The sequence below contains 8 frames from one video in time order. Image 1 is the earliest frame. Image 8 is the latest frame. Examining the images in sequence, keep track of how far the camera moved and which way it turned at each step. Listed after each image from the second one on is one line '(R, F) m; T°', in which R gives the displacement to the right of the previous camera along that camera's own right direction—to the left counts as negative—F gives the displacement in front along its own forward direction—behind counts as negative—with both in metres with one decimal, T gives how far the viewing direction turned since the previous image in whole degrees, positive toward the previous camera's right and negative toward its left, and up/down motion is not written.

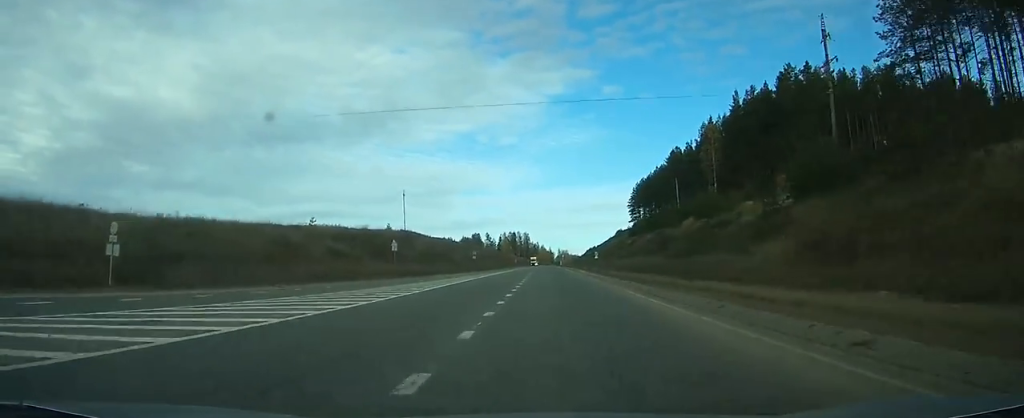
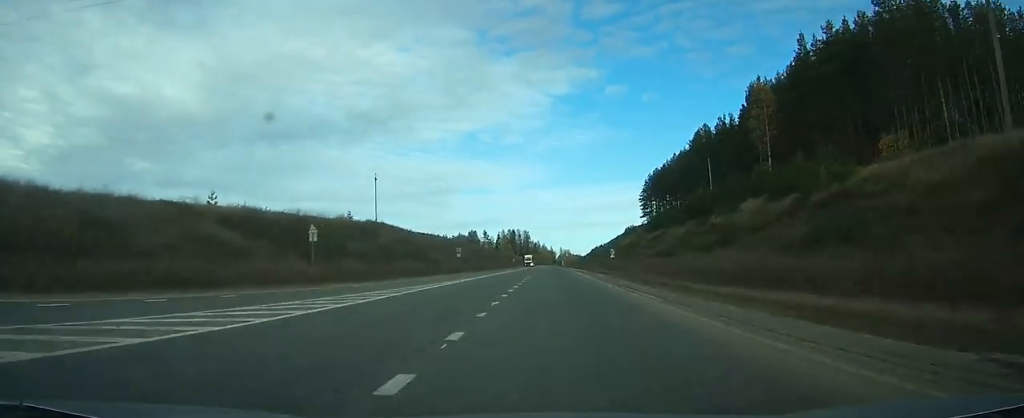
(-0.1, +28.0) m; 0°
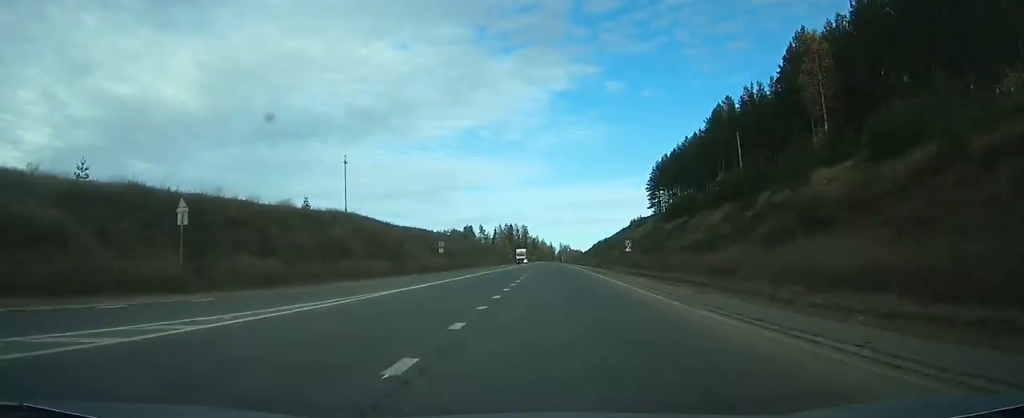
(-0.1, +19.2) m; 0°
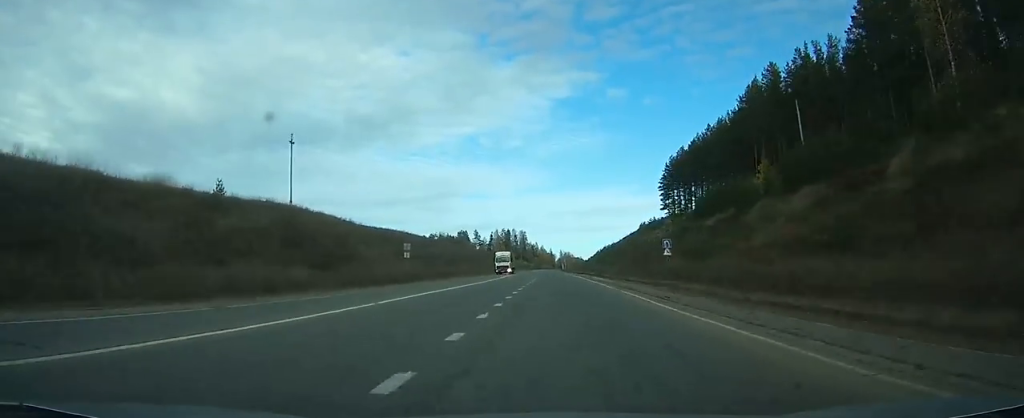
(+0.1, +24.6) m; 0°
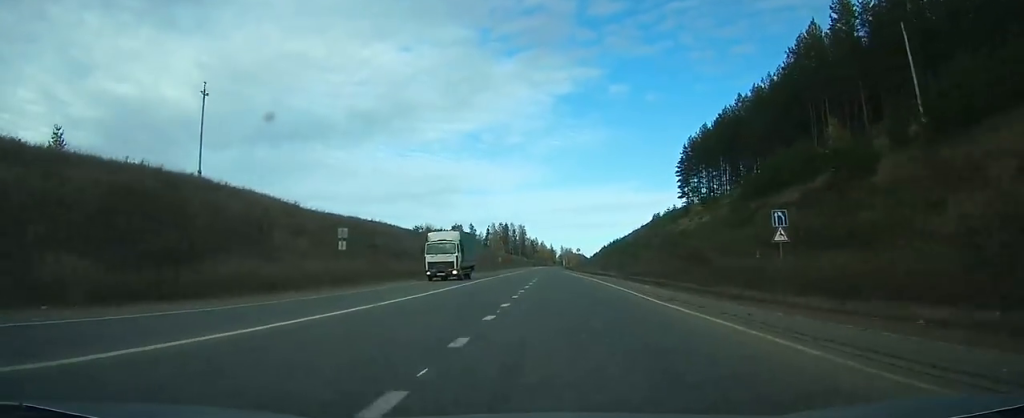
(0.0, +24.8) m; 0°
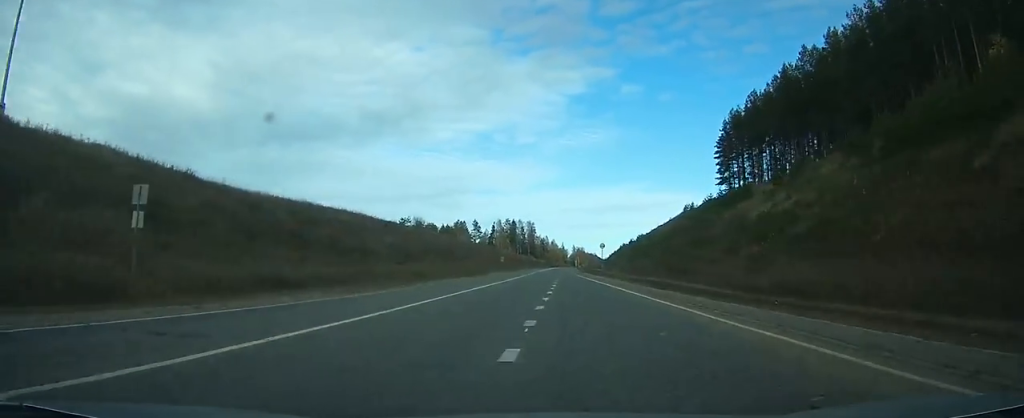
(-0.1, +28.9) m; -1°
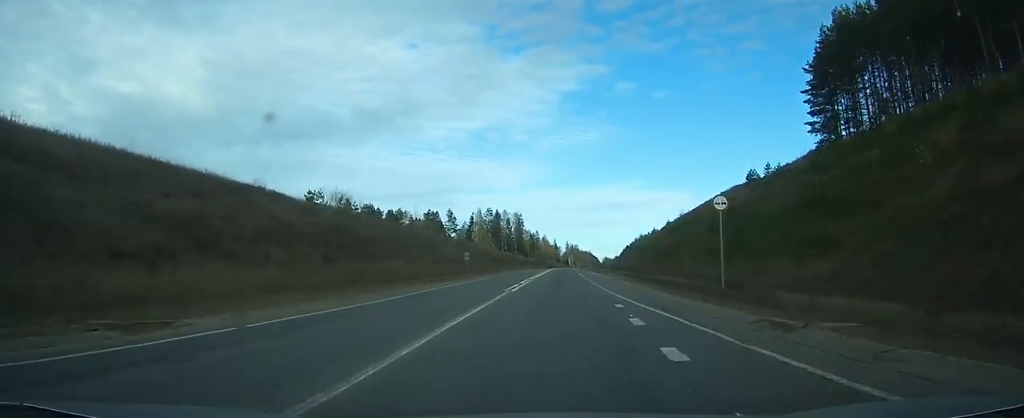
(-0.7, +55.7) m; -1°
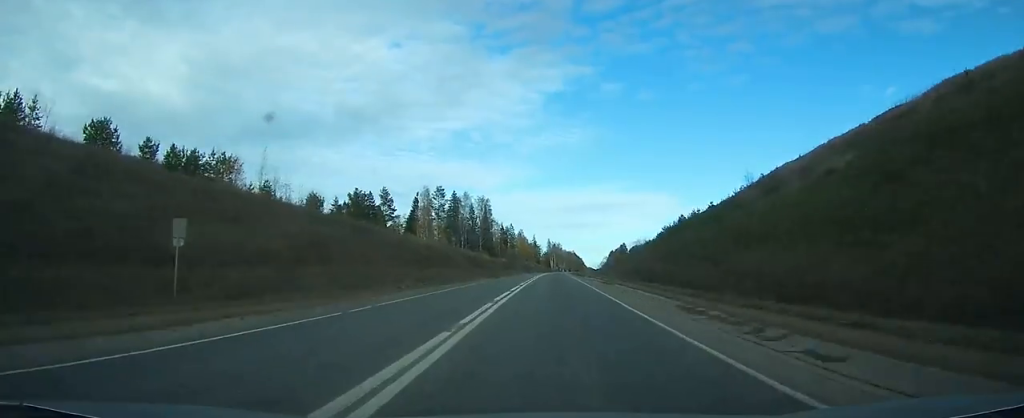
(+0.9, +75.6) m; +2°
